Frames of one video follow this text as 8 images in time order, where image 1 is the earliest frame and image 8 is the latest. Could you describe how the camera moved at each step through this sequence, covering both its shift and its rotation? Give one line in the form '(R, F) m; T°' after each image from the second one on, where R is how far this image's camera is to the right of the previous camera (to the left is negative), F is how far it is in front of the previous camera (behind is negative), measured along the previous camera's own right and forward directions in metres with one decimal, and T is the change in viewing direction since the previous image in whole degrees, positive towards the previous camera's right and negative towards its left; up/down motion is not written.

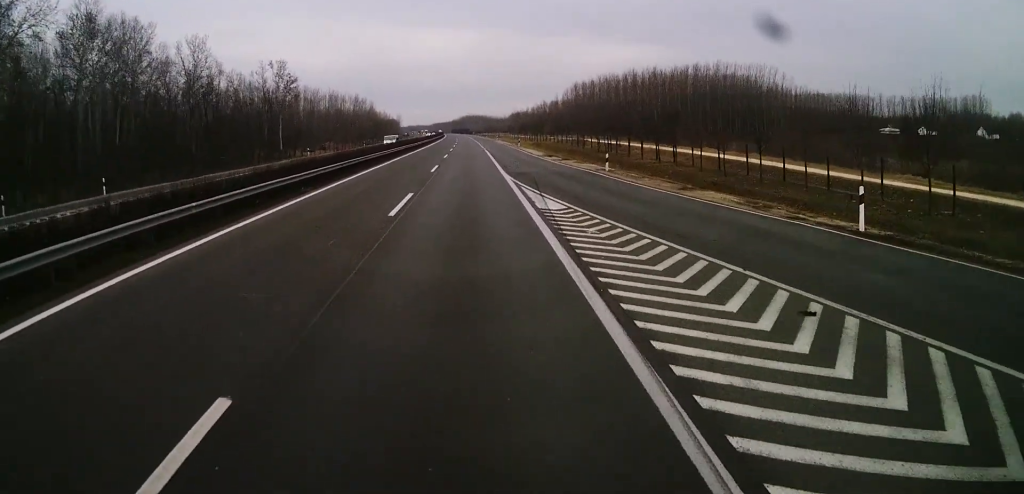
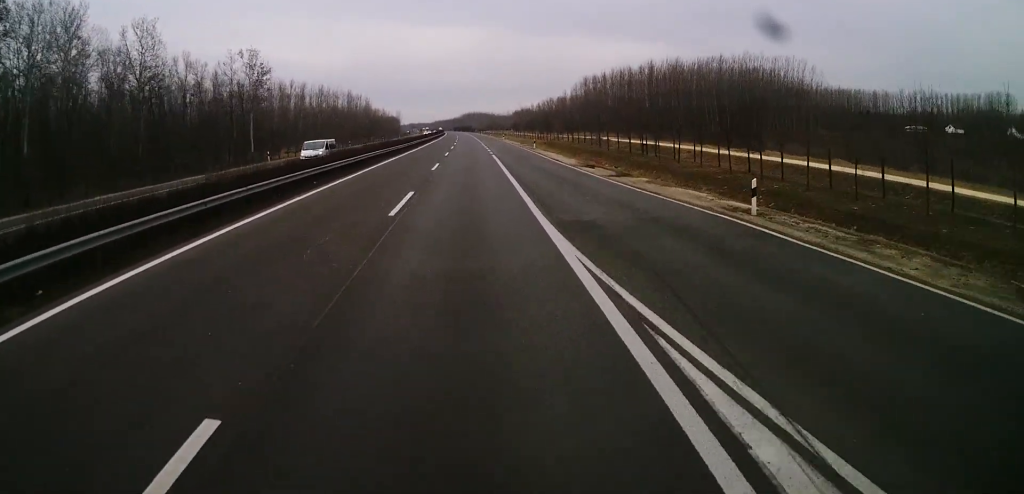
(-0.2, +18.5) m; -1°
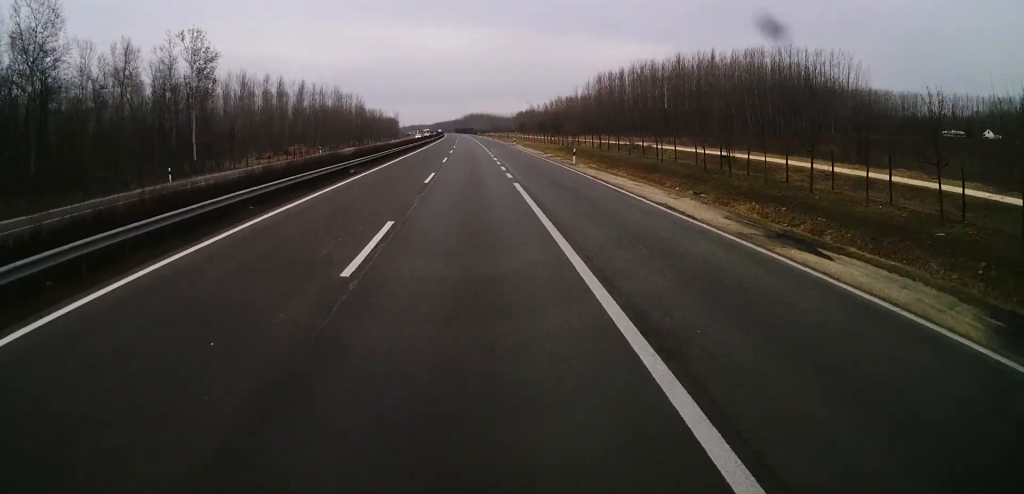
(-0.1, +24.7) m; 0°
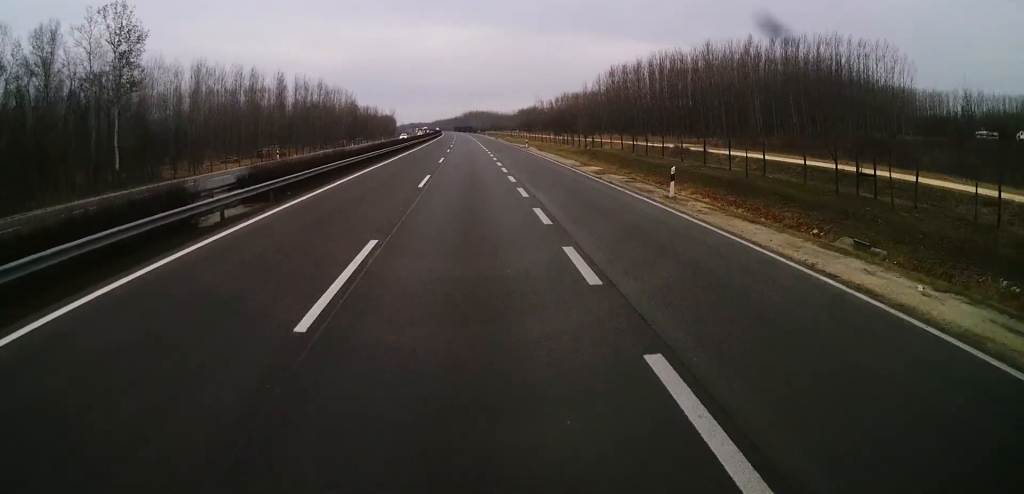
(0.0, +20.9) m; 0°
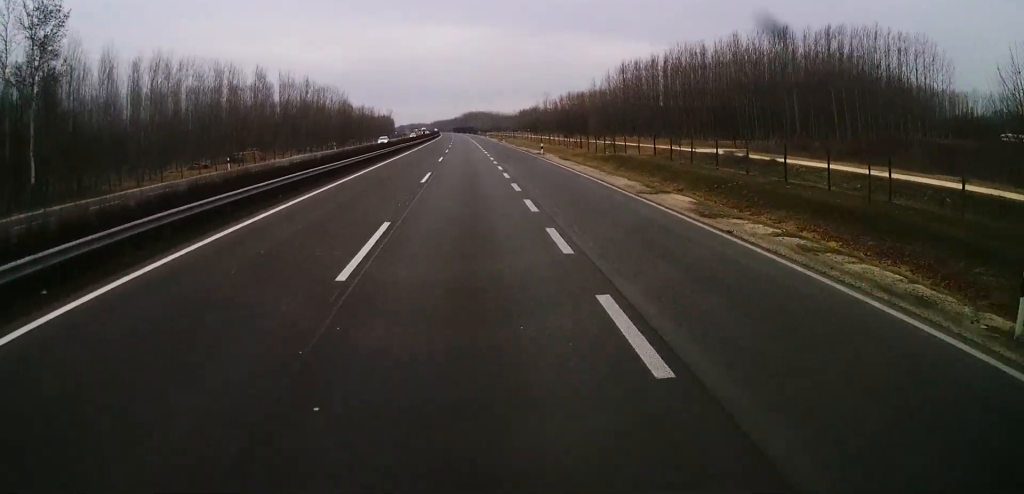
(0.0, +15.5) m; 0°
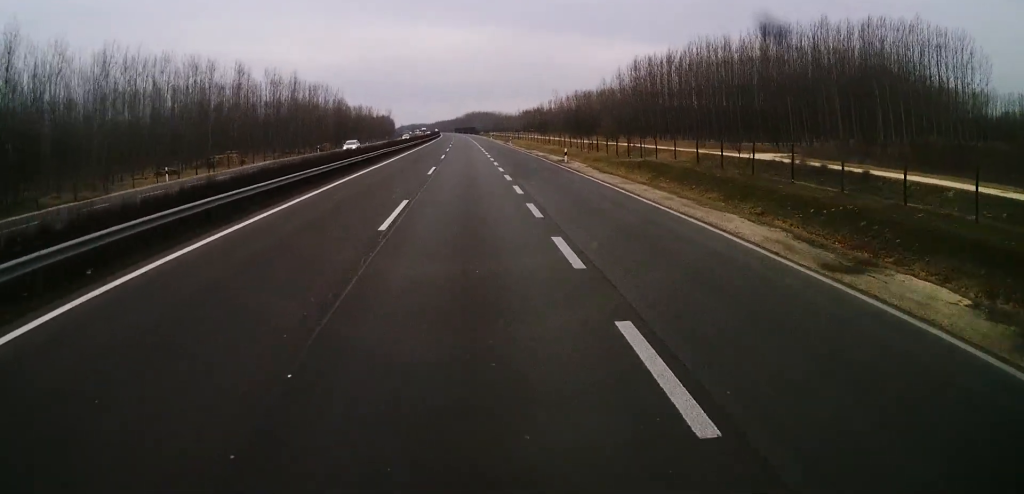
(0.0, +13.1) m; 0°
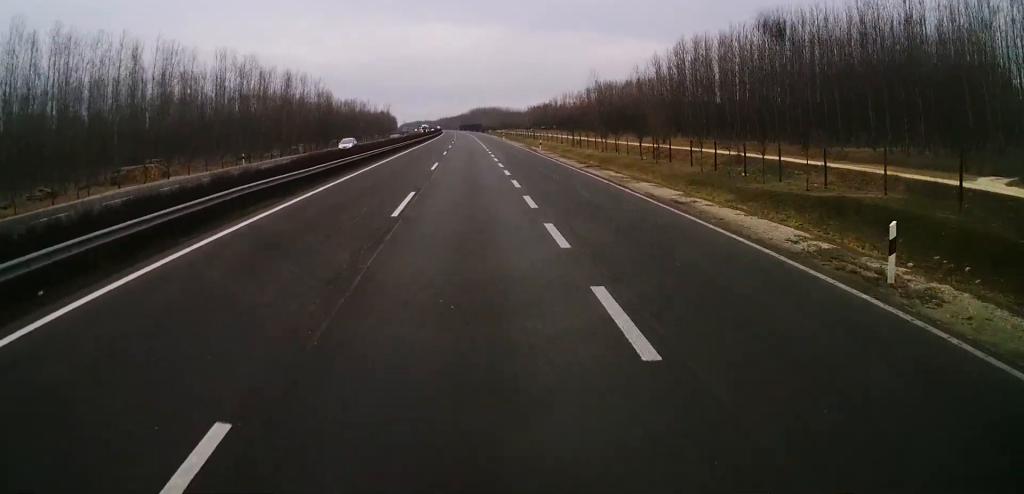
(-0.2, +33.9) m; -1°
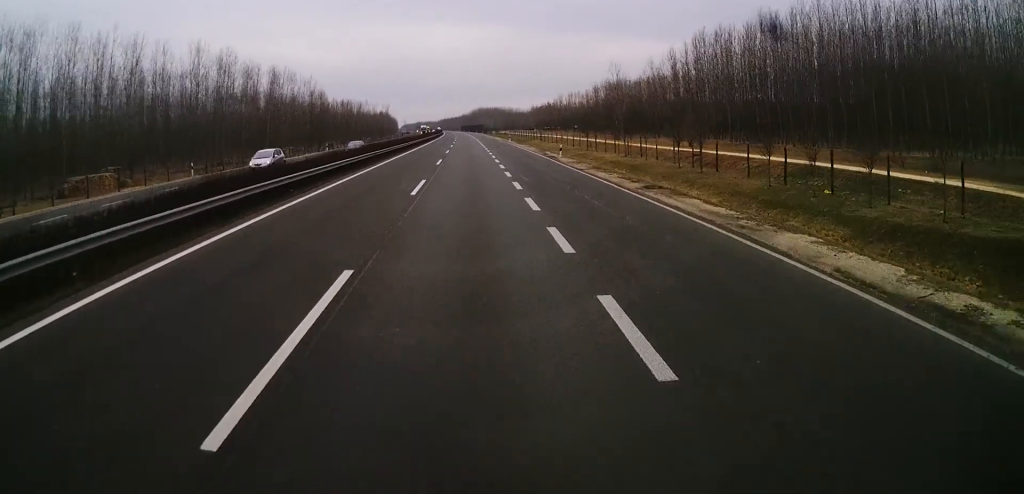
(-0.1, +12.3) m; 0°
